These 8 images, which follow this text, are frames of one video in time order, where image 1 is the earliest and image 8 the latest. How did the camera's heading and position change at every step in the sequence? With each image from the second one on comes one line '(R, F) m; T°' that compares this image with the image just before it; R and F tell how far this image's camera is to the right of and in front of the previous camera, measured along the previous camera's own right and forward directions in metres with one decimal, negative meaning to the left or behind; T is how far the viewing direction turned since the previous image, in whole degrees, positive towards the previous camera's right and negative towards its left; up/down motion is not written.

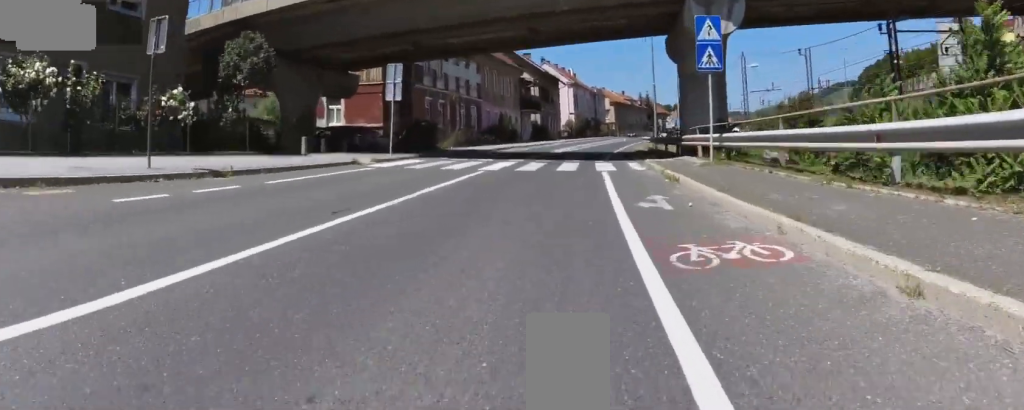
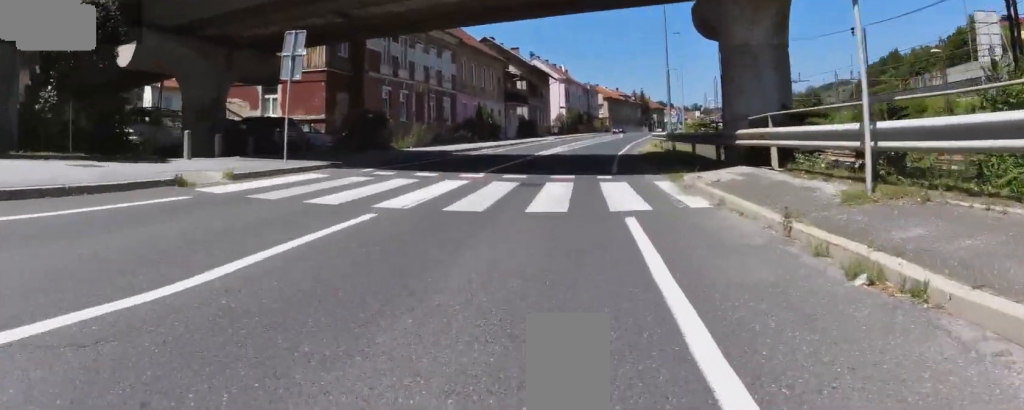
(0.0, +7.7) m; 0°
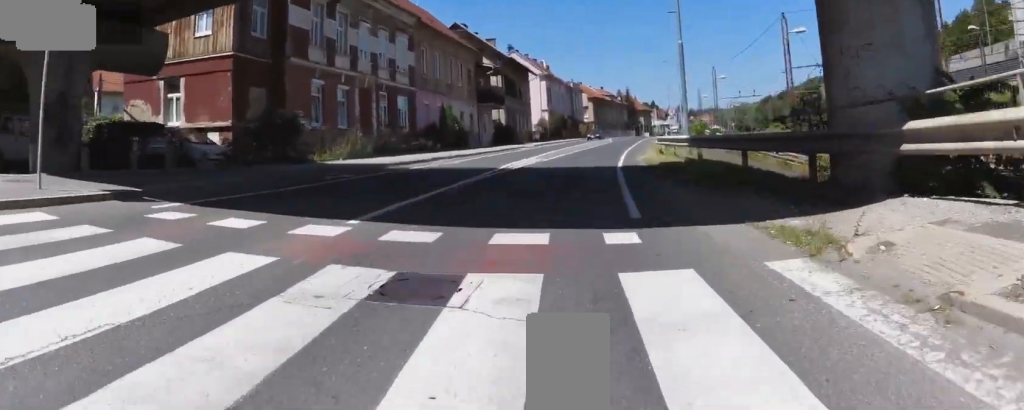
(0.0, +7.3) m; +1°
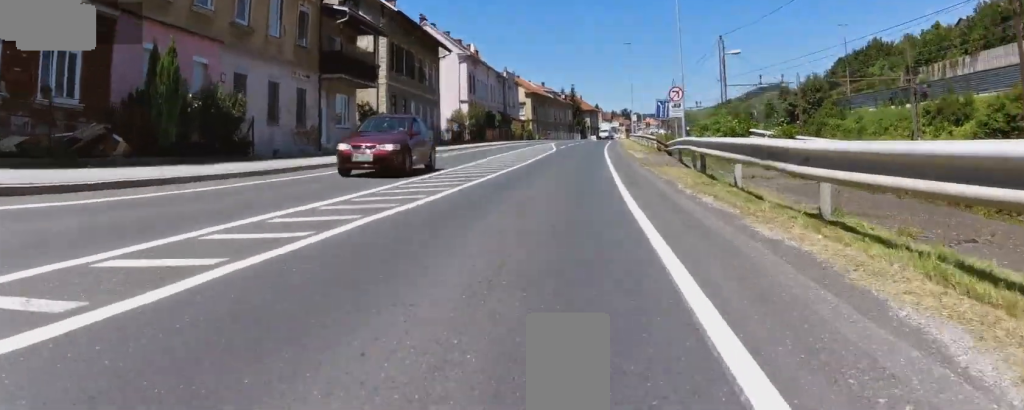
(+2.5, +22.7) m; +7°
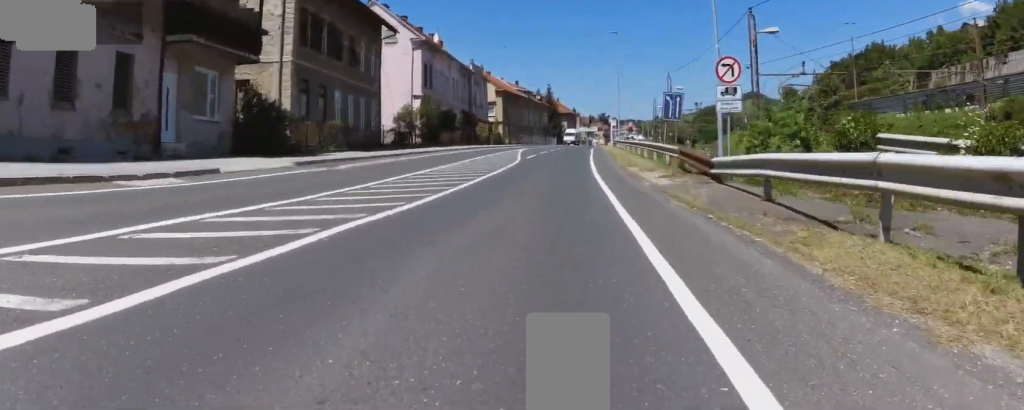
(-0.7, +10.7) m; -3°
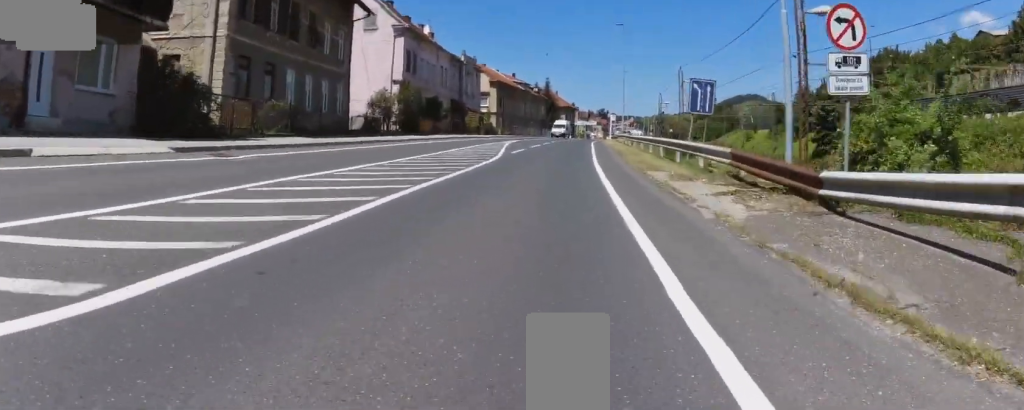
(-0.1, +5.8) m; +1°
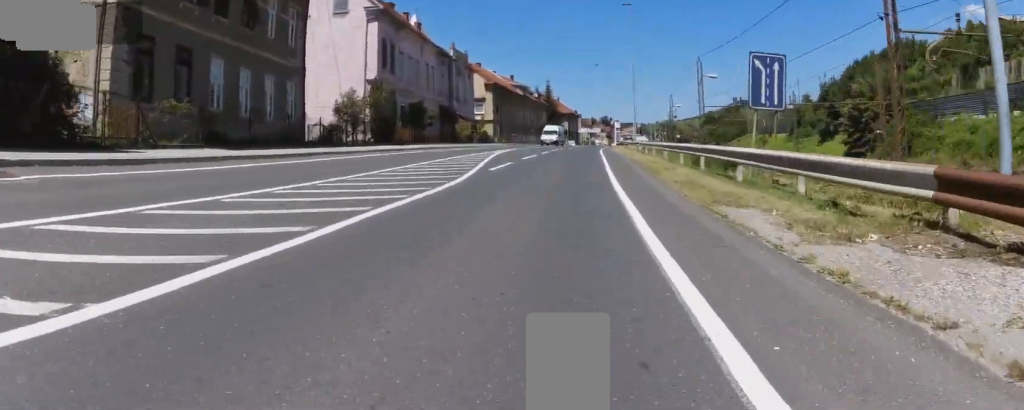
(+0.5, +6.5) m; +4°
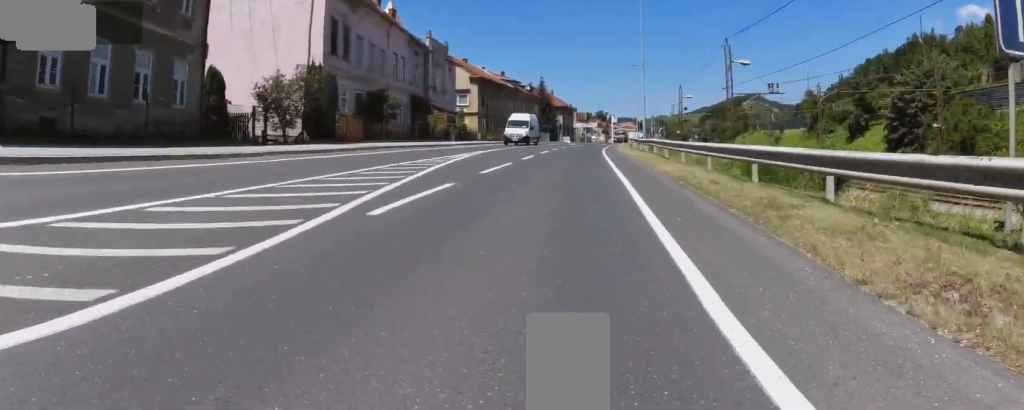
(+0.1, +8.4) m; -4°
